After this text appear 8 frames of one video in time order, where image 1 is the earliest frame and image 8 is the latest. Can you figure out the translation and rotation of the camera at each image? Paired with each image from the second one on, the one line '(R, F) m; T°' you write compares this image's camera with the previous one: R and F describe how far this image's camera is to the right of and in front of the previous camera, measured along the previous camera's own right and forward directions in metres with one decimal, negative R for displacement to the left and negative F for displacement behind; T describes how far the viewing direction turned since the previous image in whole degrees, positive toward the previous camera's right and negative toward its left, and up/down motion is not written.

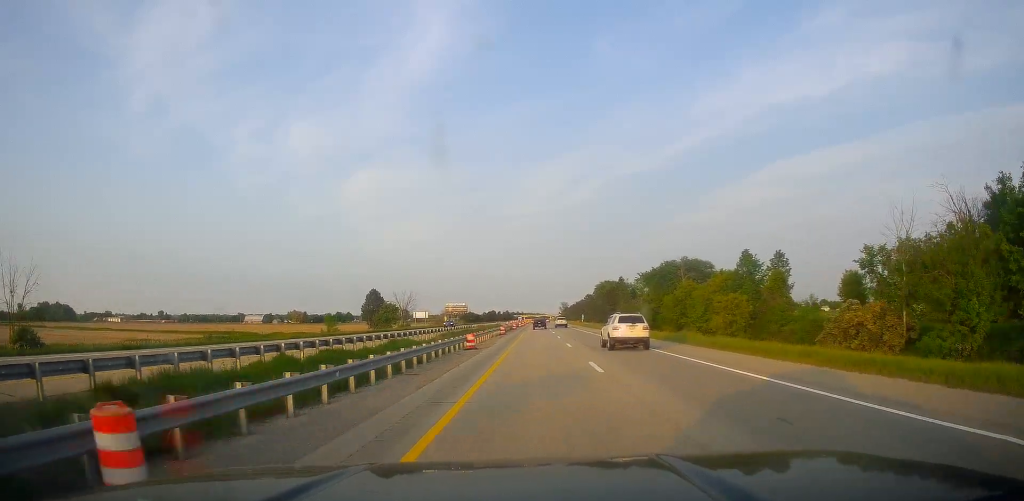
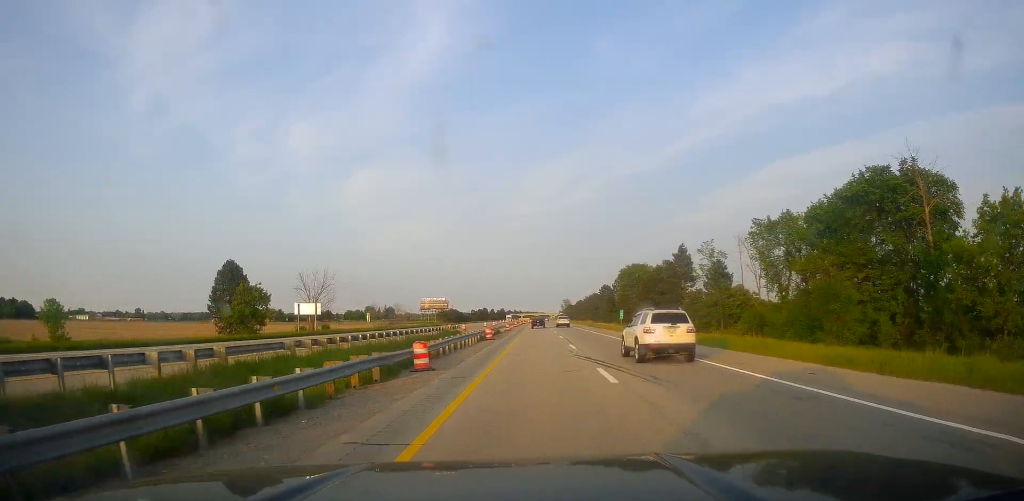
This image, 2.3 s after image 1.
(-0.7, +79.0) m; -1°
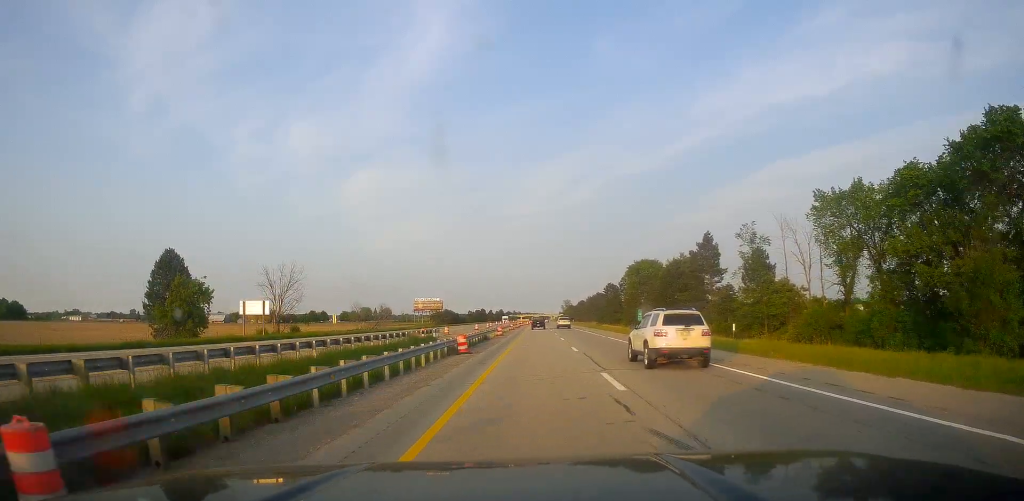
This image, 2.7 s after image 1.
(0.0, +16.3) m; 0°
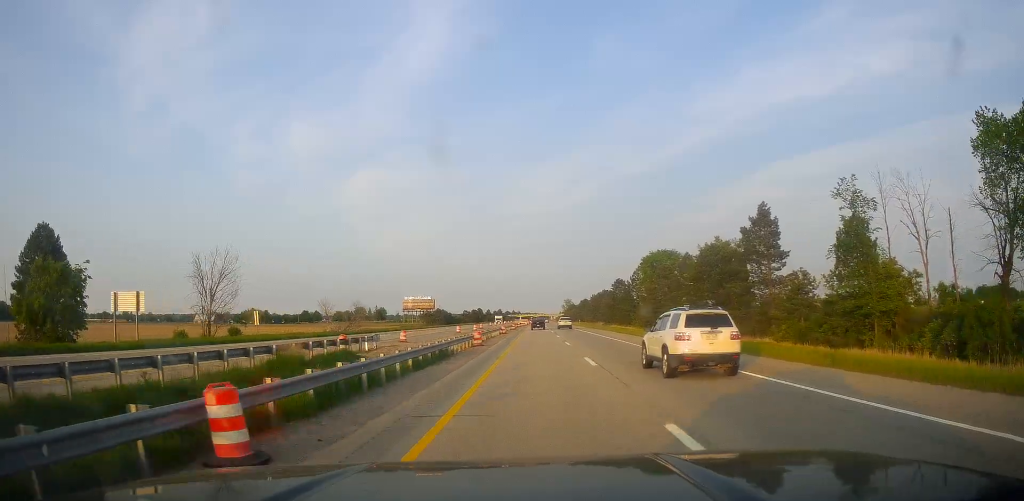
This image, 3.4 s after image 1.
(-0.1, +23.3) m; +1°
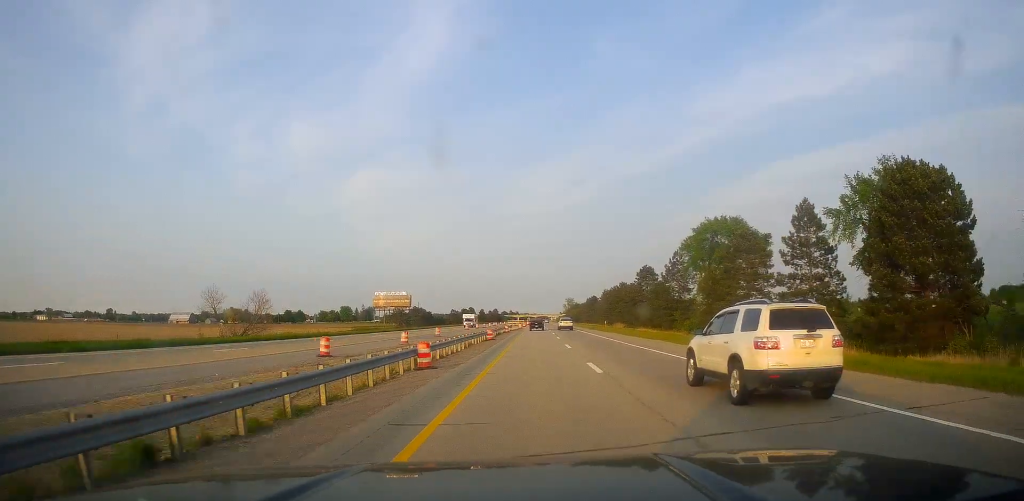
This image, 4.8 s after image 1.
(+0.2, +48.6) m; 0°
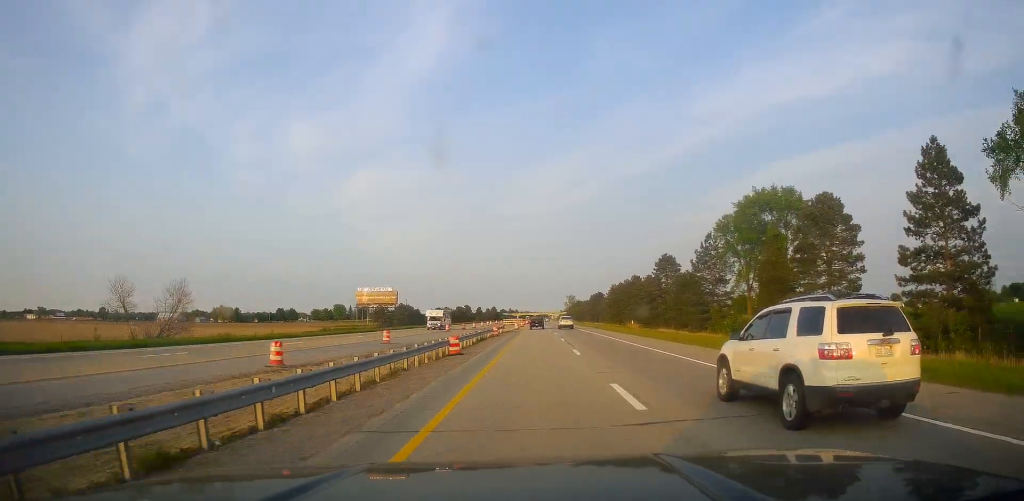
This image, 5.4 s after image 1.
(-0.2, +21.9) m; 0°
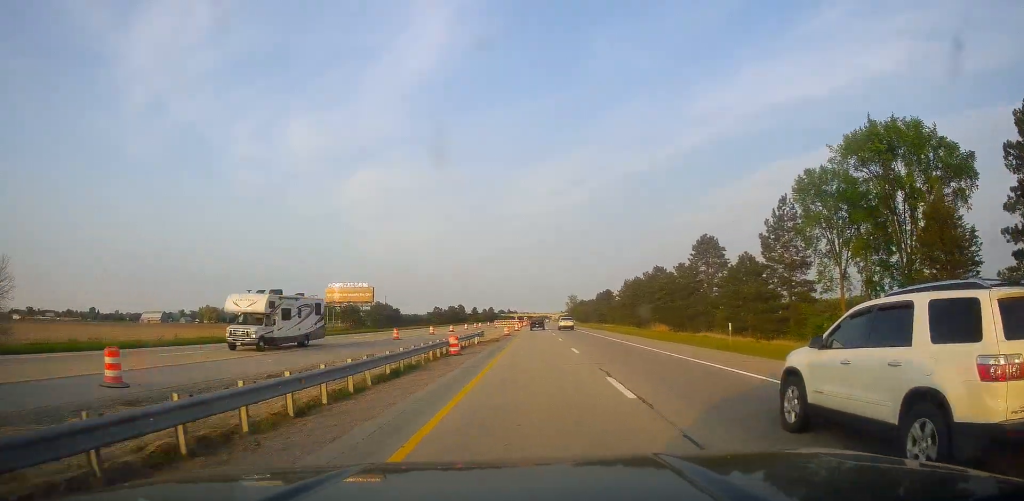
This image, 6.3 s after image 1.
(-0.1, +28.7) m; +1°
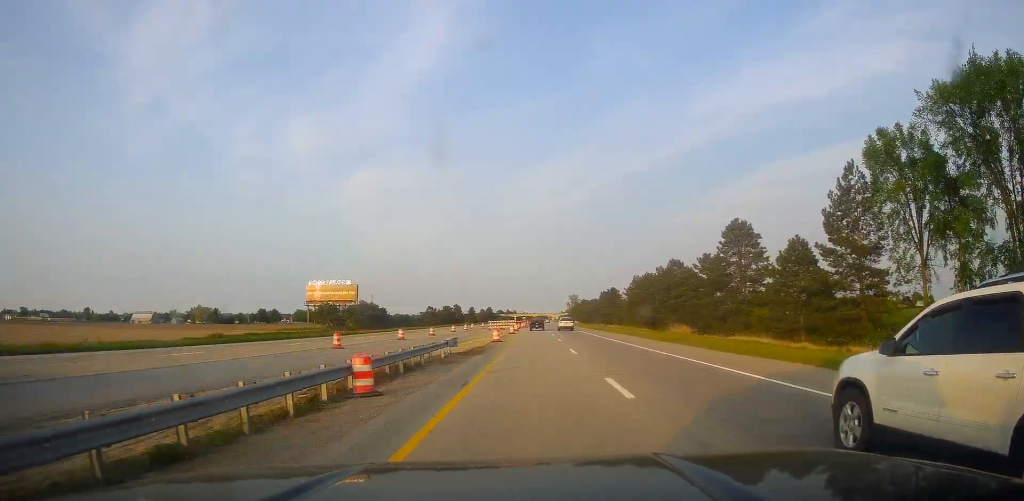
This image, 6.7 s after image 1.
(+0.2, +15.1) m; 0°
